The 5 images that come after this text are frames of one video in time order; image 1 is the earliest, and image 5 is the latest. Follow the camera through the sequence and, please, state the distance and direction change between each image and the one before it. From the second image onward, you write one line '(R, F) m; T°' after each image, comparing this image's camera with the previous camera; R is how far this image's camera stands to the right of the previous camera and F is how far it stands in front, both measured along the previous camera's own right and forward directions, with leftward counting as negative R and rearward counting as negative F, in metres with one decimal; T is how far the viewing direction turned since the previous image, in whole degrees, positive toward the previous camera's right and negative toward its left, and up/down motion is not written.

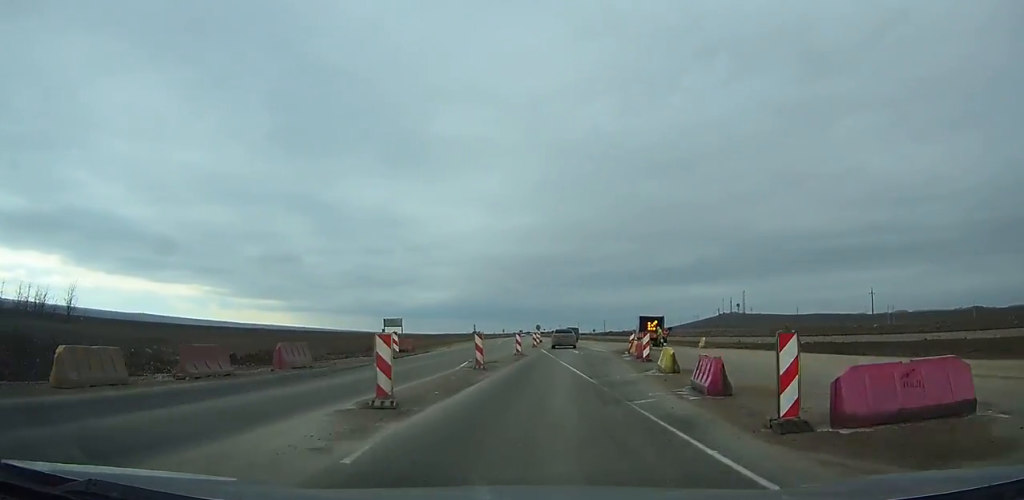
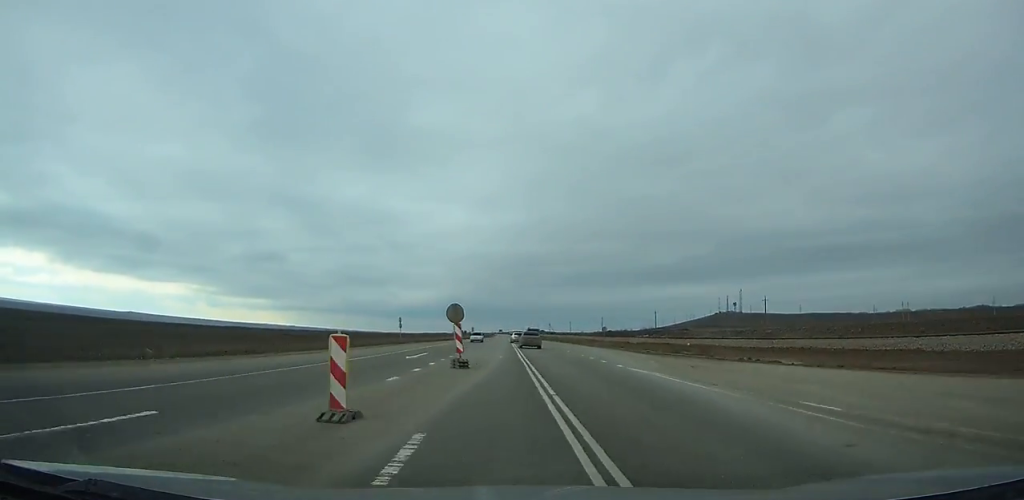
(+0.8, +55.9) m; 0°
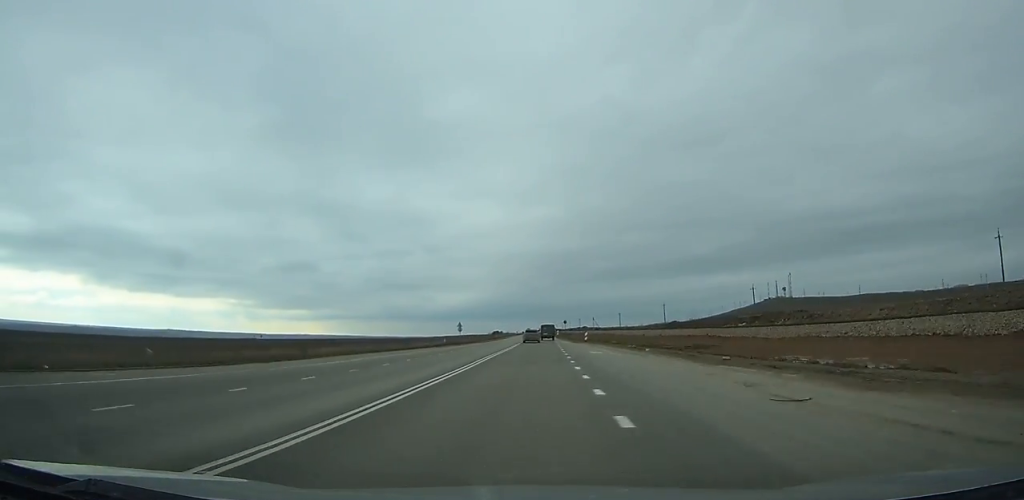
(-2.0, +74.0) m; -3°
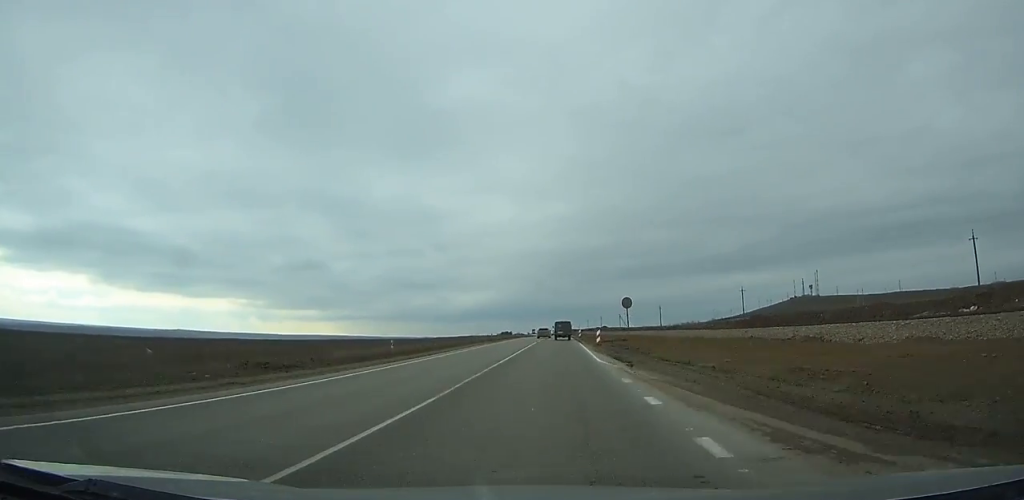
(-1.4, +79.7) m; -1°
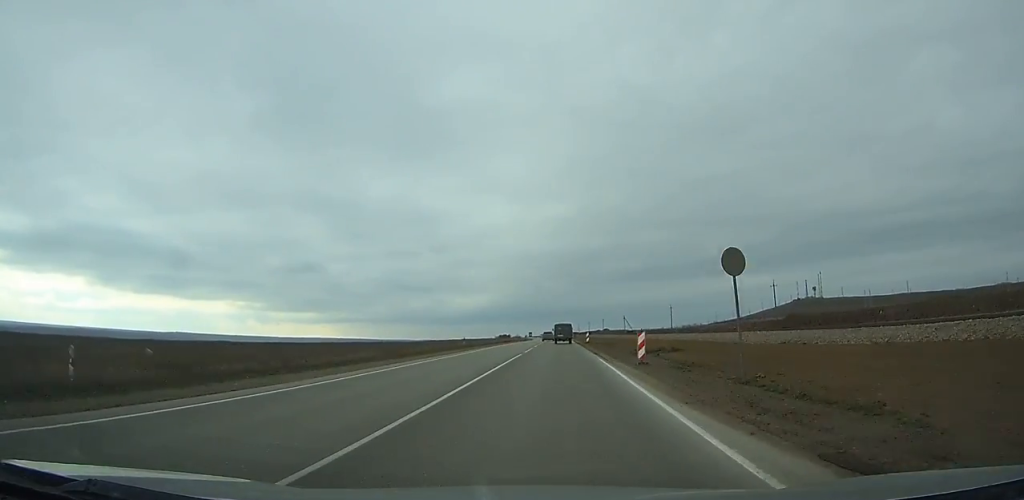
(0.0, +22.6) m; 0°
